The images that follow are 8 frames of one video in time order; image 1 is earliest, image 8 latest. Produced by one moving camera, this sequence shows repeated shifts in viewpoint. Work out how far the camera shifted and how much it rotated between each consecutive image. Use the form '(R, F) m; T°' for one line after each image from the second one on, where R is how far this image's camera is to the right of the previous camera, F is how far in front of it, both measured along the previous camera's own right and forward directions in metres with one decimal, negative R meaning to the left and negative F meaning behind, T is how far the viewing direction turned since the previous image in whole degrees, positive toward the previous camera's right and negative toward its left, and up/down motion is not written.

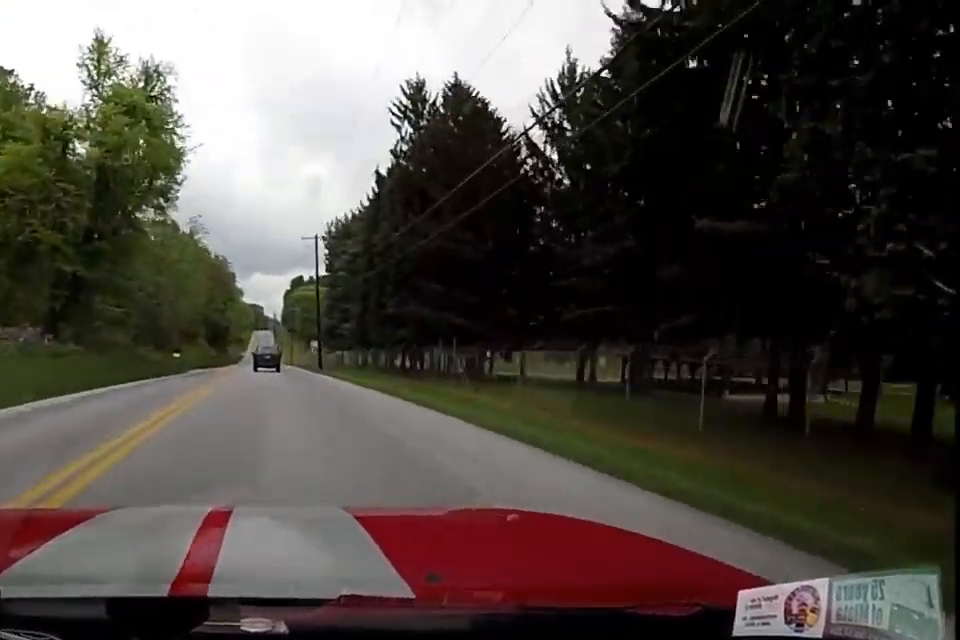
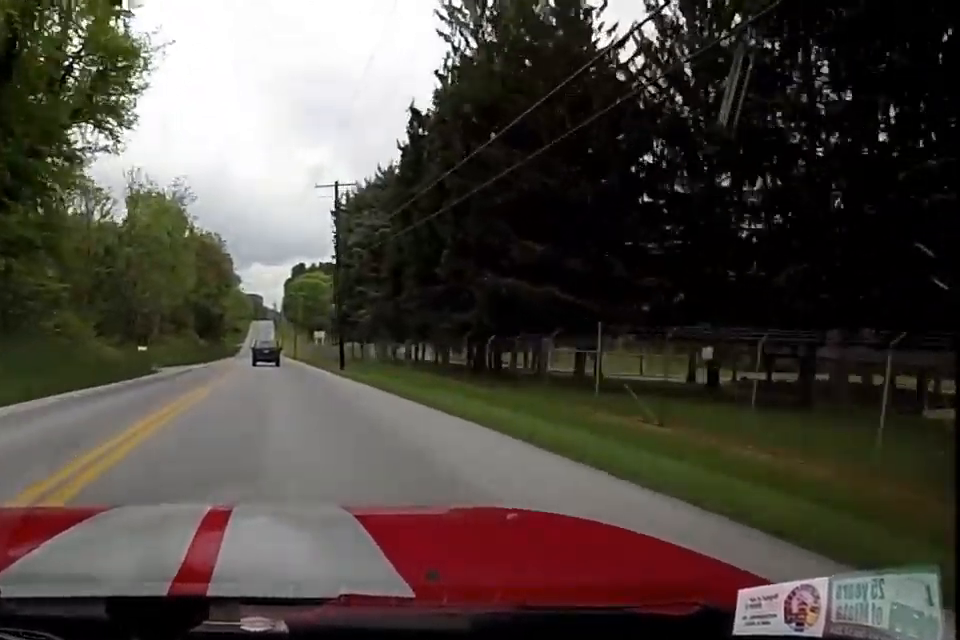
(+0.6, +13.7) m; +2°
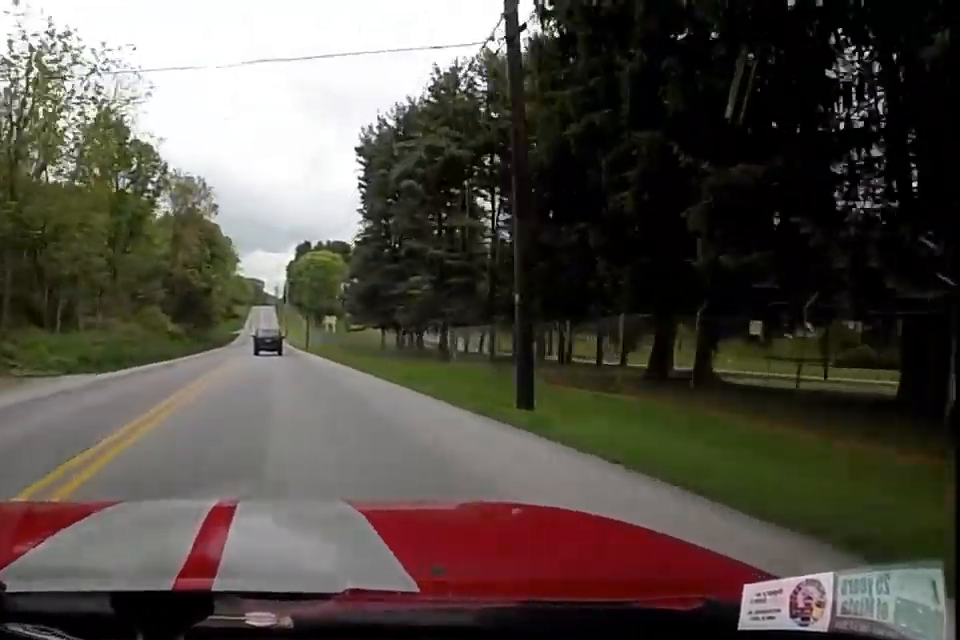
(+0.2, +25.1) m; 0°
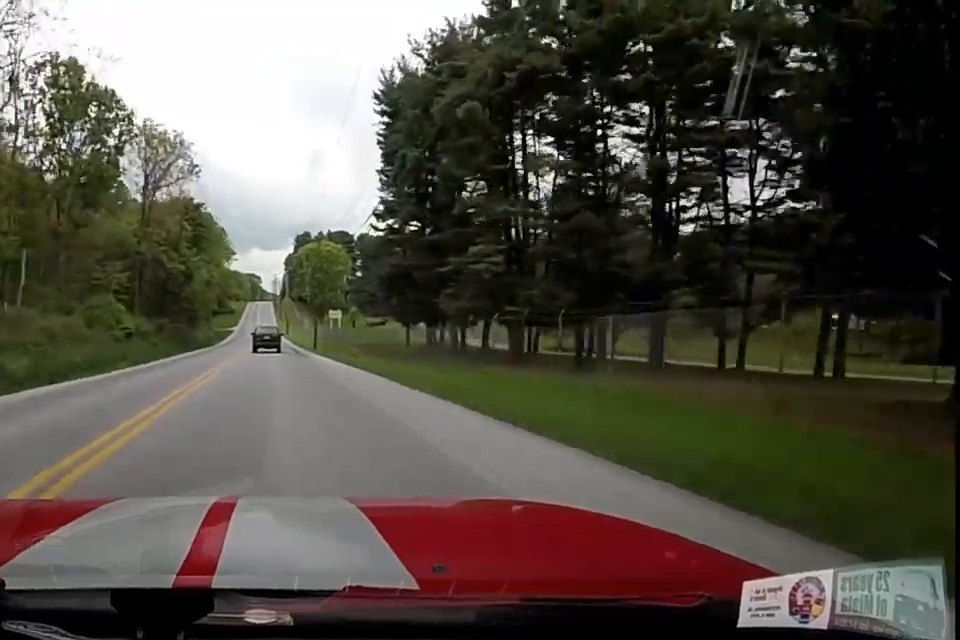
(0.0, +15.5) m; 0°
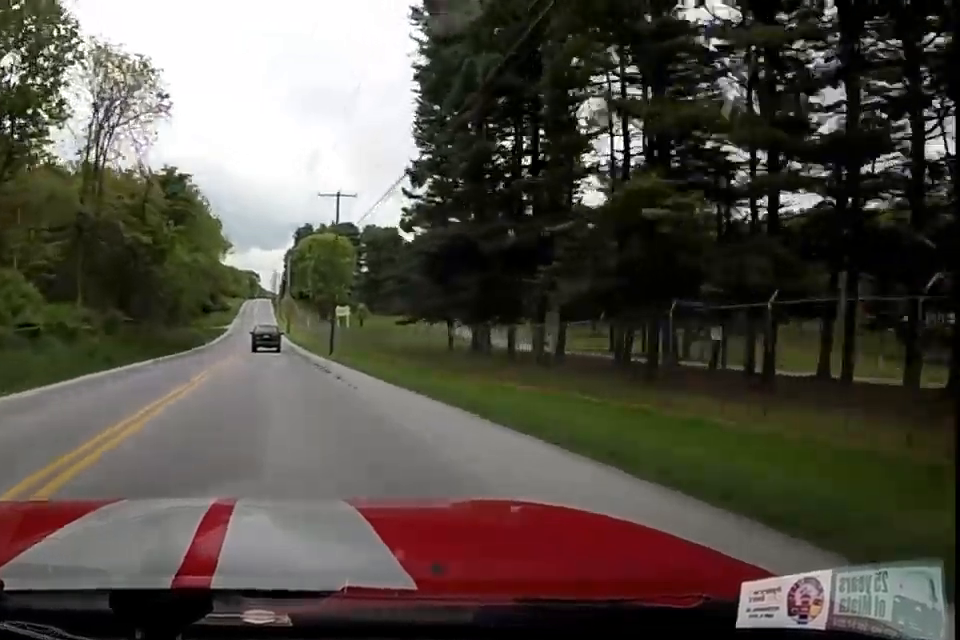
(0.0, +15.8) m; 0°
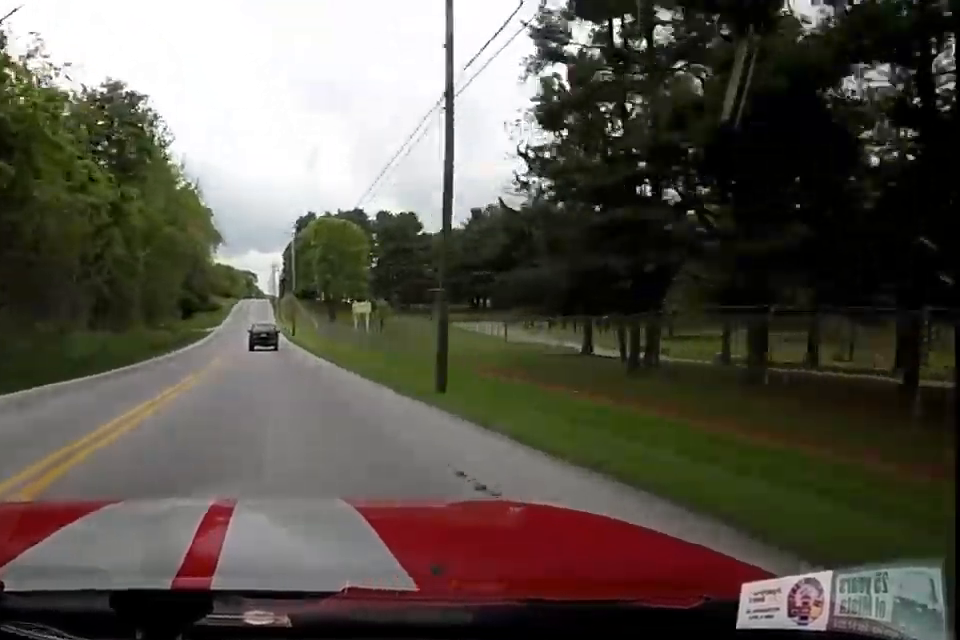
(0.0, +25.3) m; -1°
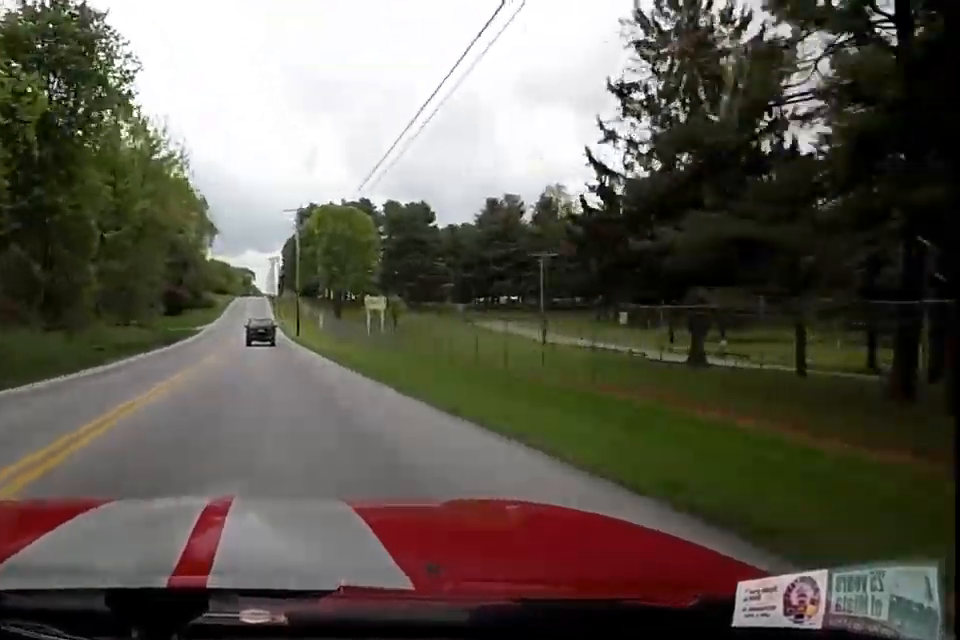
(-0.1, +12.3) m; 0°
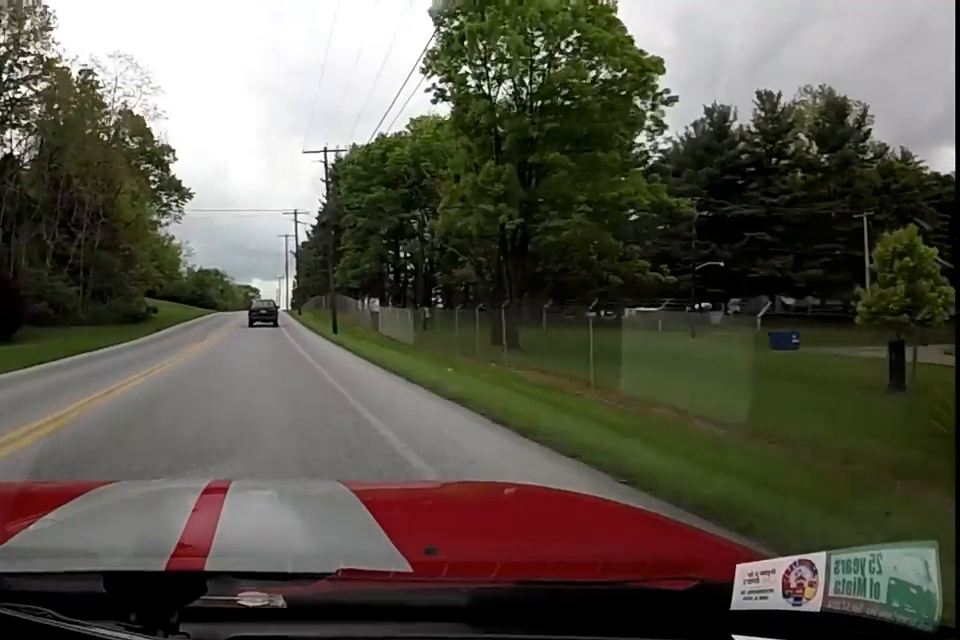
(-1.0, +74.7) m; -2°
